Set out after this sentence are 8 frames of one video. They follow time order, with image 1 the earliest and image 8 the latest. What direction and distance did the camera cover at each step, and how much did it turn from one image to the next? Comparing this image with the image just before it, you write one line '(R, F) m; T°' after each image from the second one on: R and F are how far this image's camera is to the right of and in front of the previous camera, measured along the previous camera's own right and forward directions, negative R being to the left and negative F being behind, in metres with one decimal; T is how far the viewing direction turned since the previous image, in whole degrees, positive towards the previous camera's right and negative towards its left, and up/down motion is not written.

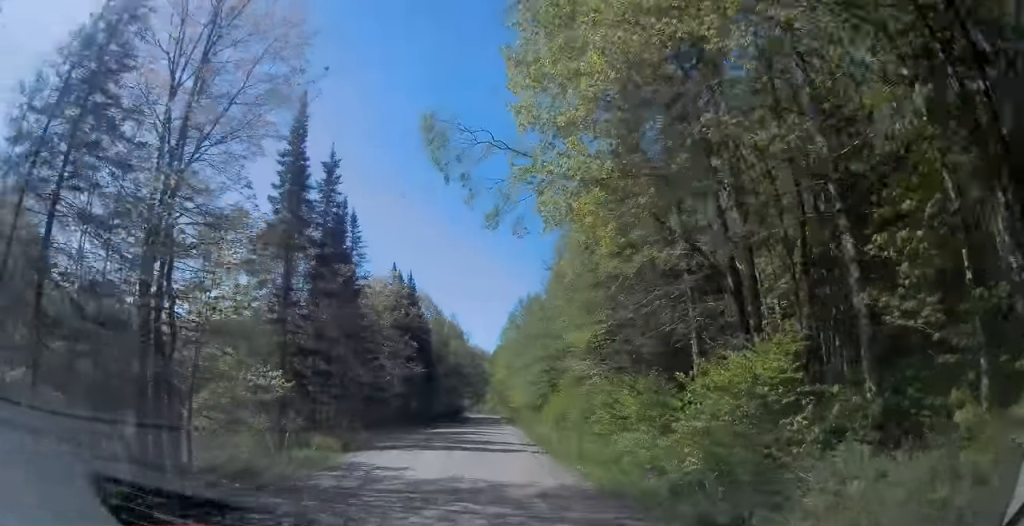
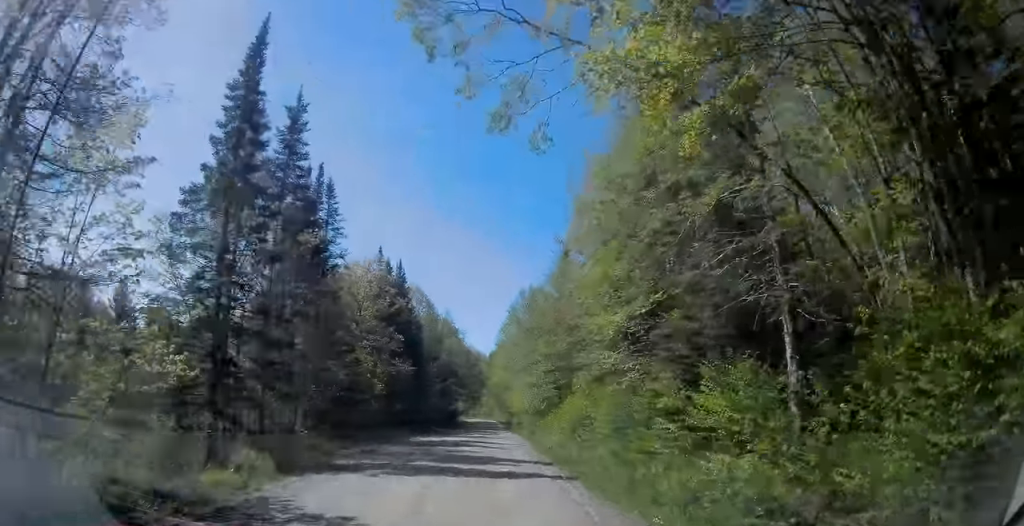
(-0.1, +7.2) m; 0°
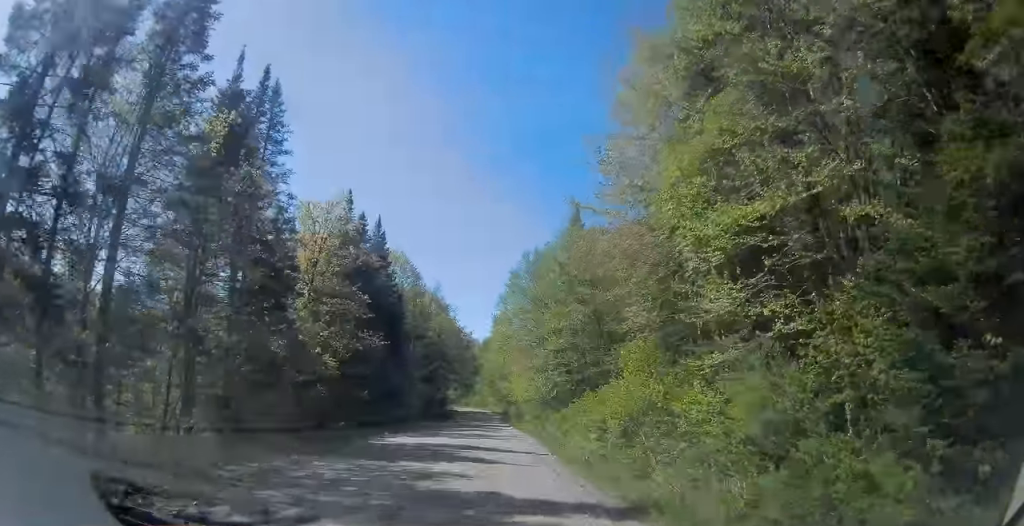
(+0.2, +10.9) m; +3°
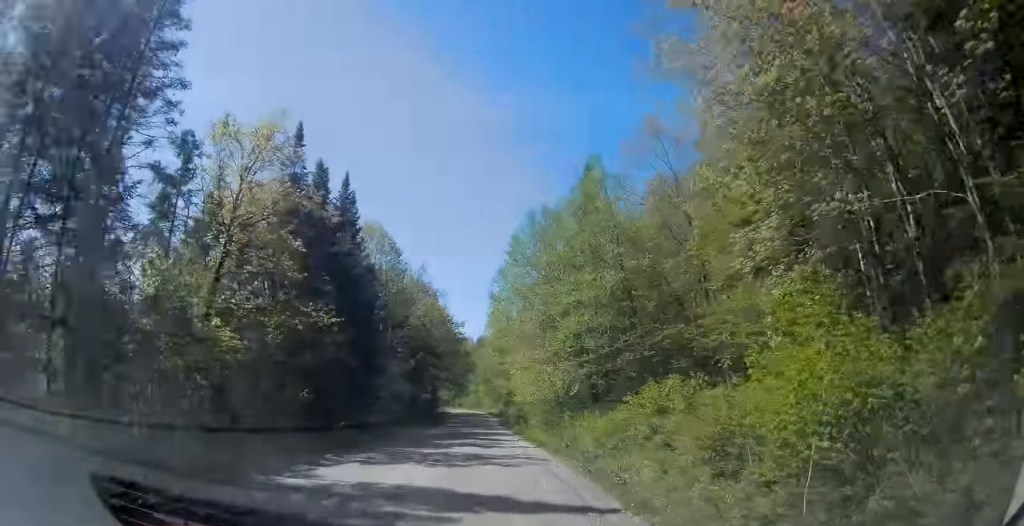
(+0.2, +10.0) m; -2°
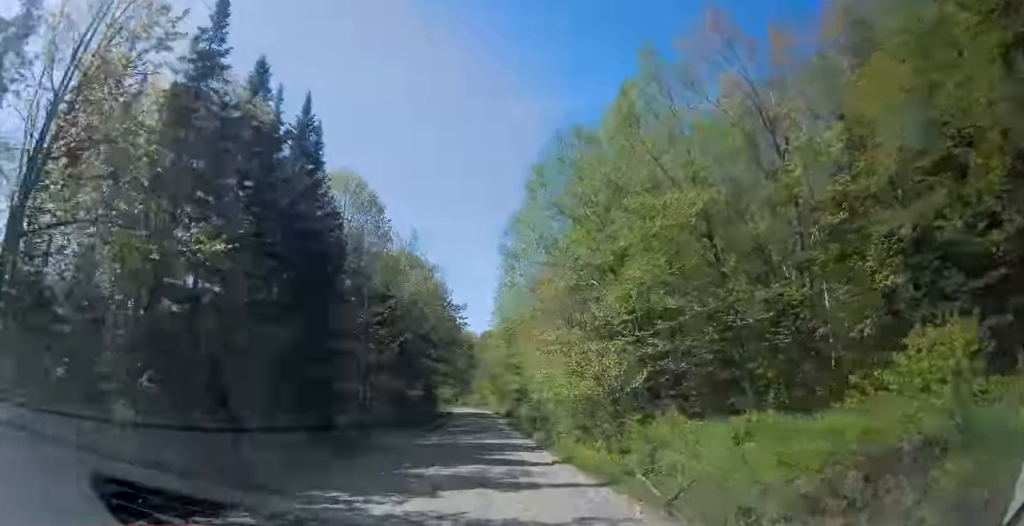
(-0.5, +11.3) m; -2°
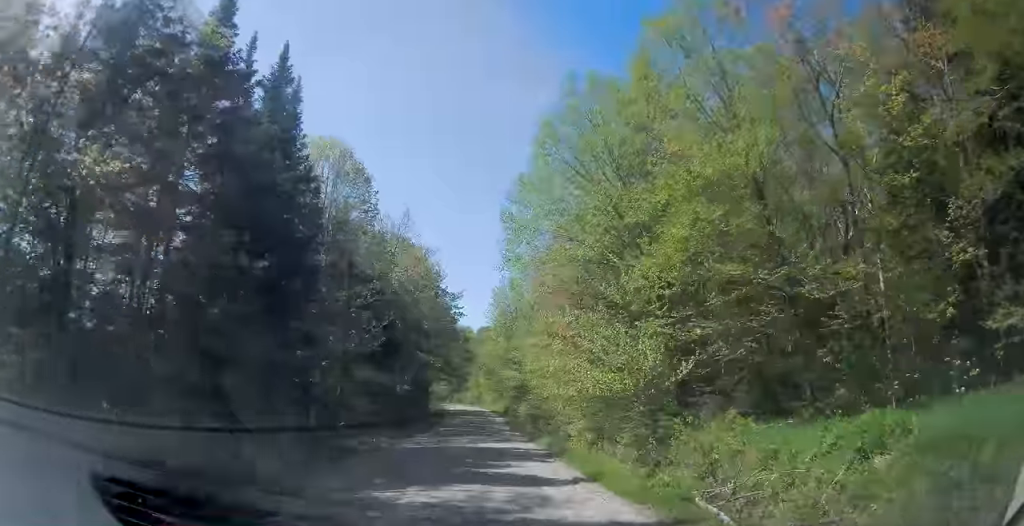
(0.0, +4.5) m; +1°
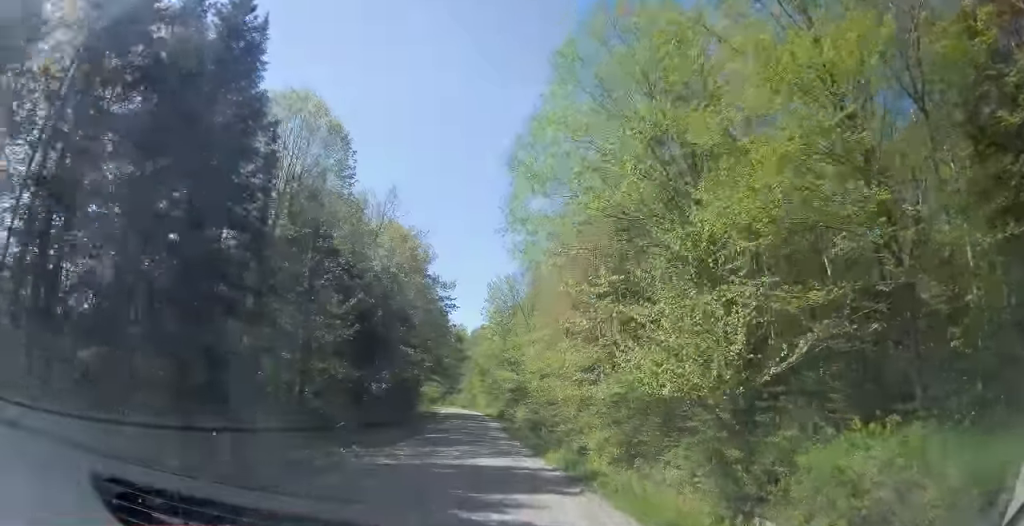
(0.0, +5.6) m; +3°
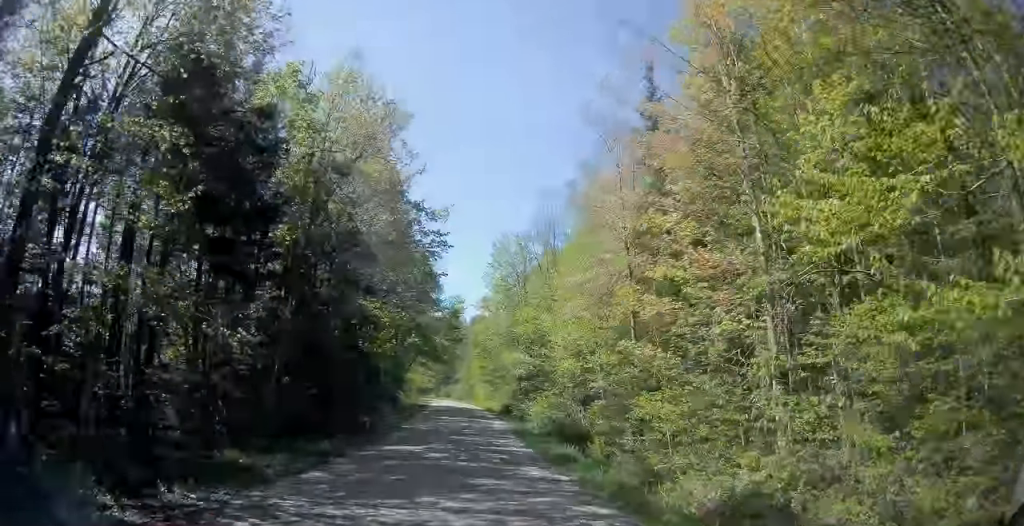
(+0.5, +16.0) m; +1°
